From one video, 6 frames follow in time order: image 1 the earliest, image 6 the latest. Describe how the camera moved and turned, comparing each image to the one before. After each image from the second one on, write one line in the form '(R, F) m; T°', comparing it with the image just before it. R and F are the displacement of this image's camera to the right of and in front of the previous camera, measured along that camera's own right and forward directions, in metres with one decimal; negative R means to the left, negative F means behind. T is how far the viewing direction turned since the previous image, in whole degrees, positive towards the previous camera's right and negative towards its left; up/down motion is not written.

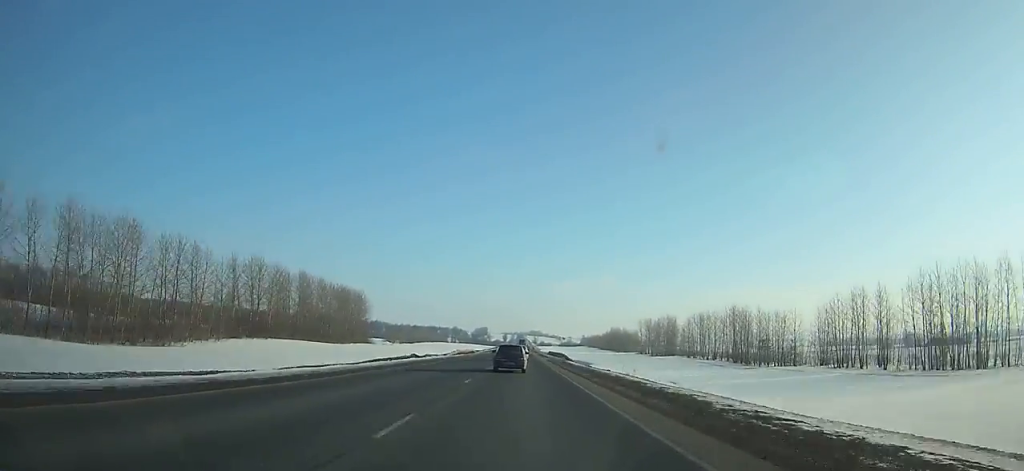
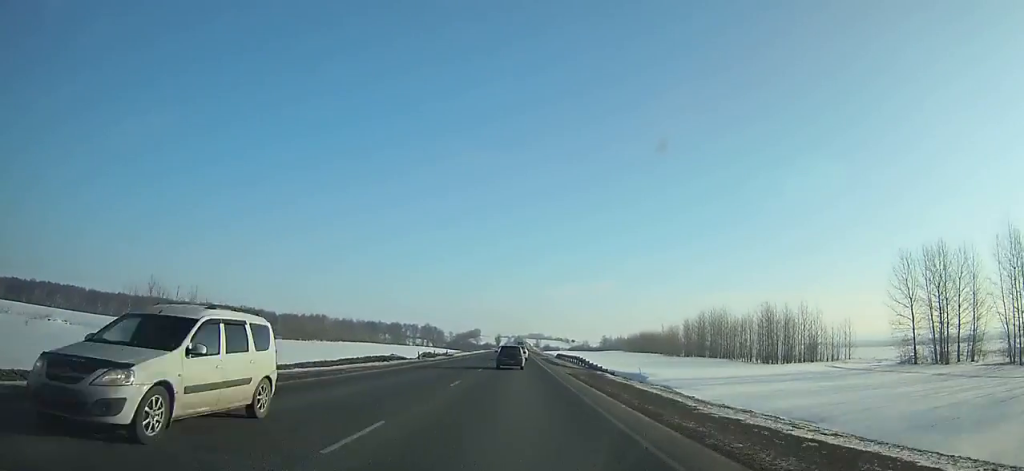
(-0.6, +194.0) m; 0°
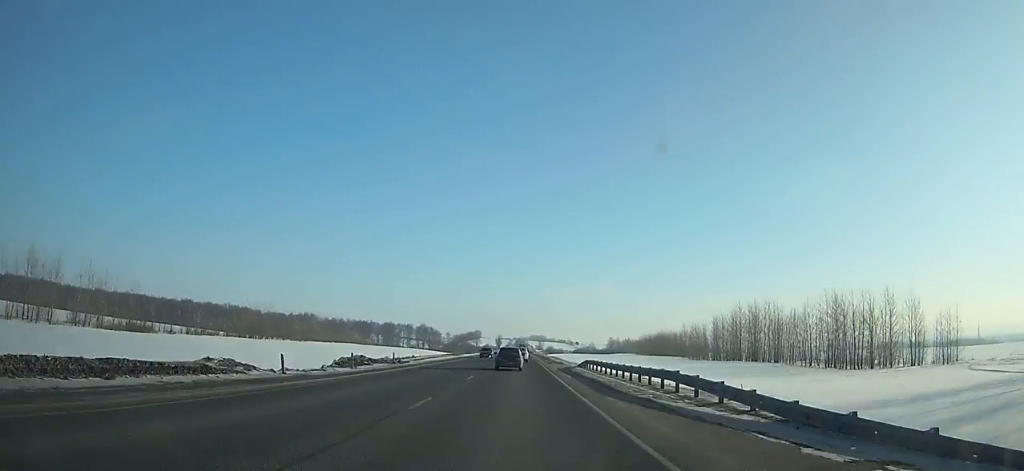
(-0.1, +31.2) m; 0°
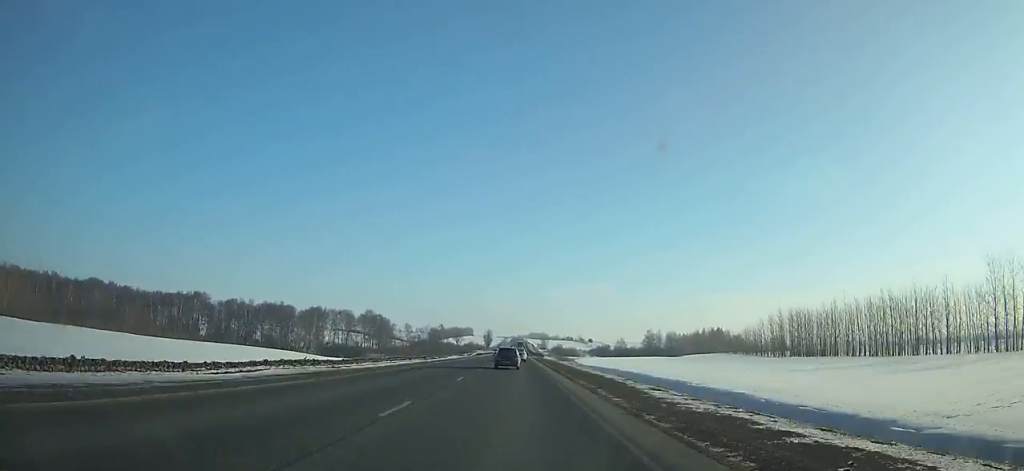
(+0.9, +158.5) m; 0°
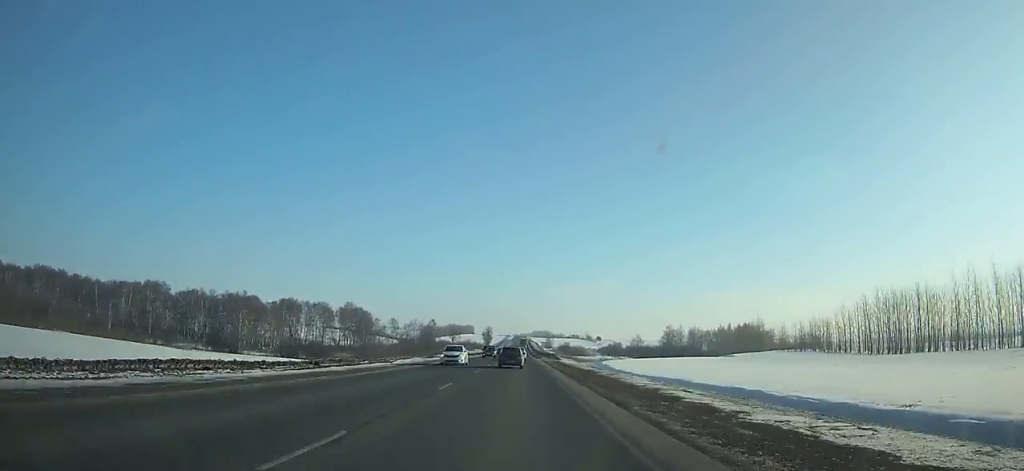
(-0.2, +40.7) m; 0°
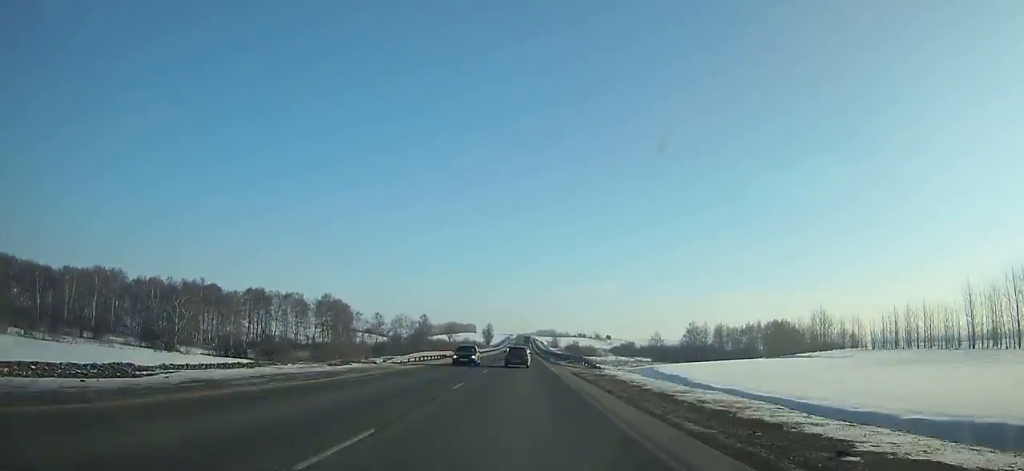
(-0.1, +35.8) m; 0°
